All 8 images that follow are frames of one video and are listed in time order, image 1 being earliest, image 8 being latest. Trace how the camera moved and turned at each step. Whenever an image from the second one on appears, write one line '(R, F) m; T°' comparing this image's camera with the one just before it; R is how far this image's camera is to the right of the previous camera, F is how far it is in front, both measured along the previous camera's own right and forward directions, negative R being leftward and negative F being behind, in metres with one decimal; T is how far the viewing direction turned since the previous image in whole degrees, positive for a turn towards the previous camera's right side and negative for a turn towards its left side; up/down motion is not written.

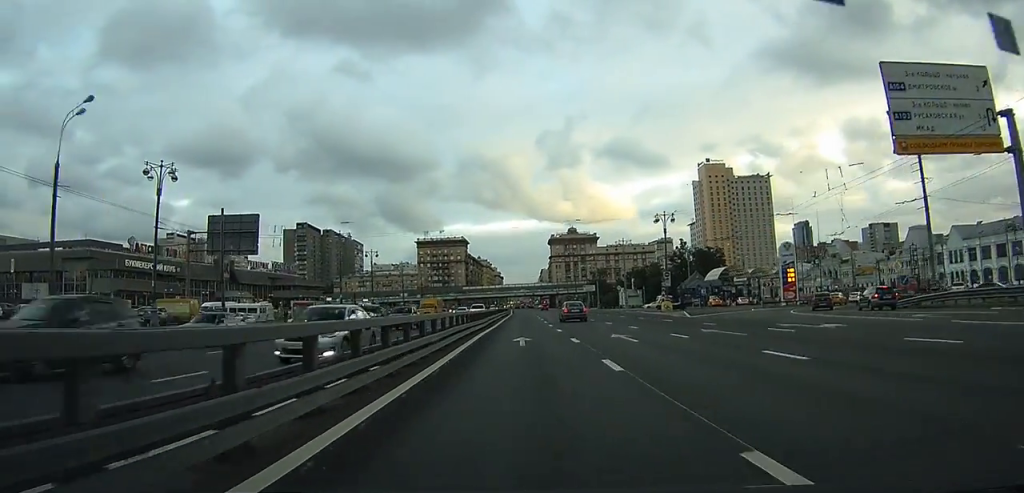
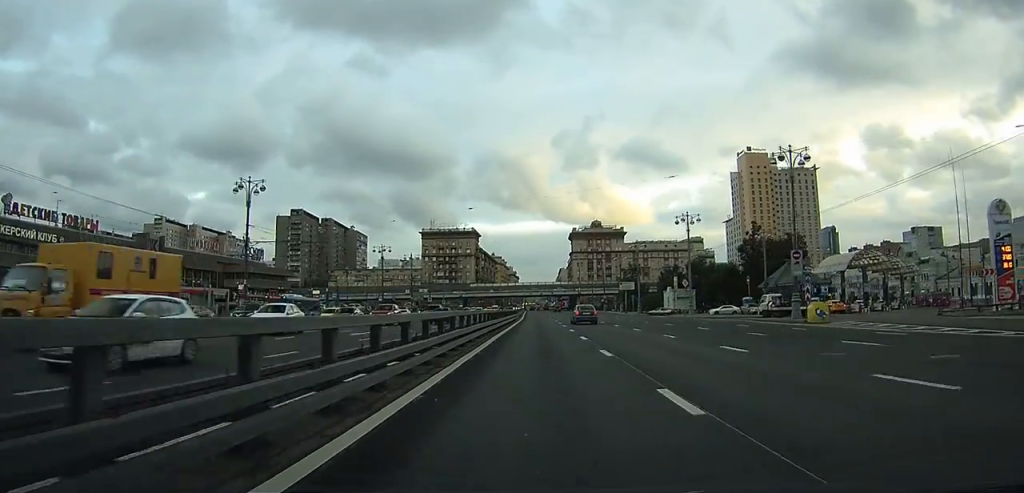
(-1.3, +36.1) m; -3°
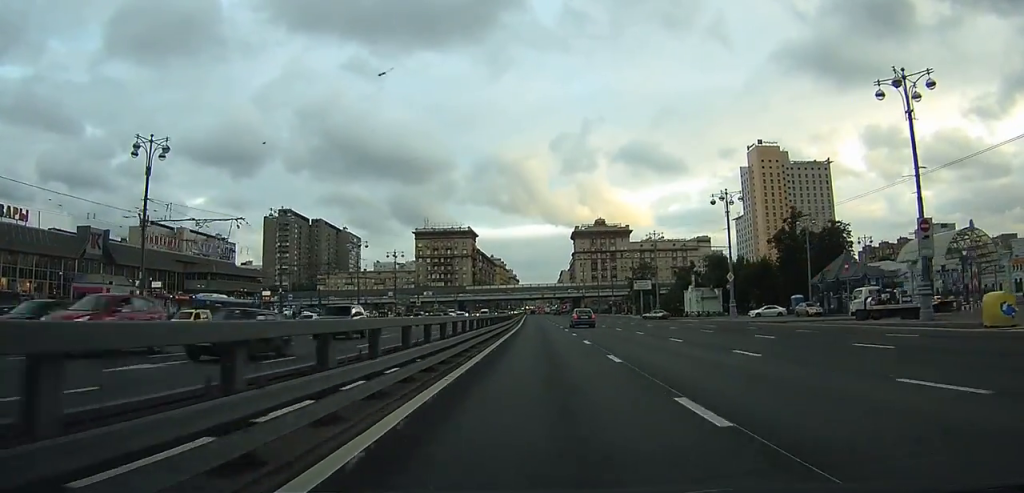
(-0.1, +16.5) m; 0°
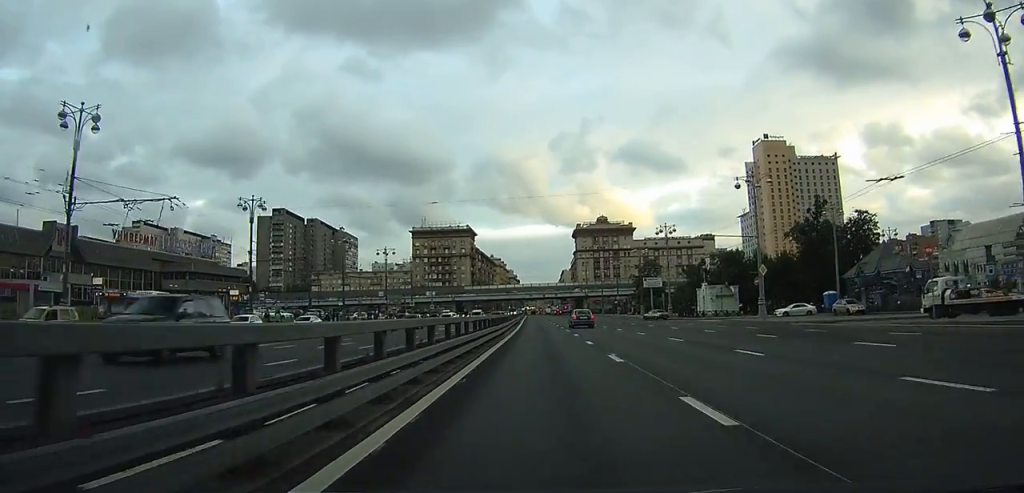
(0.0, +8.0) m; 0°
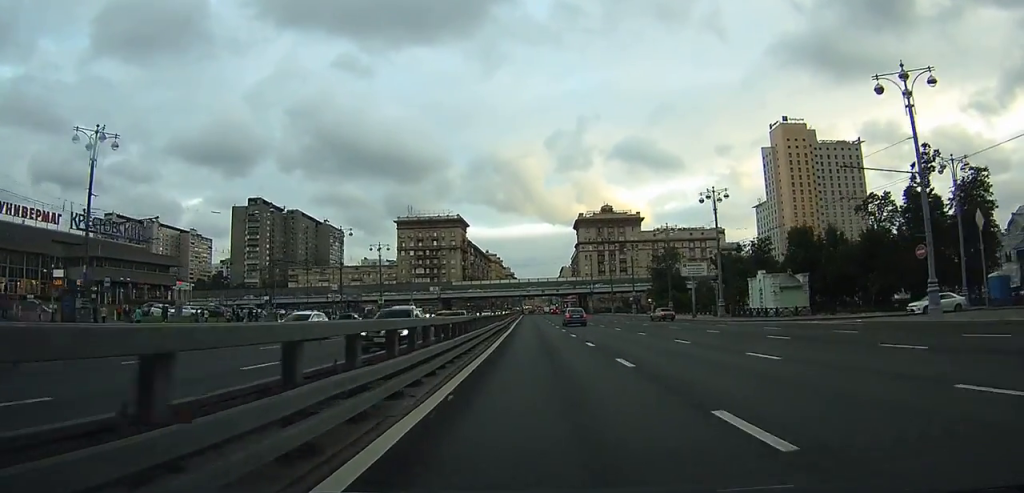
(+0.1, +25.5) m; +1°
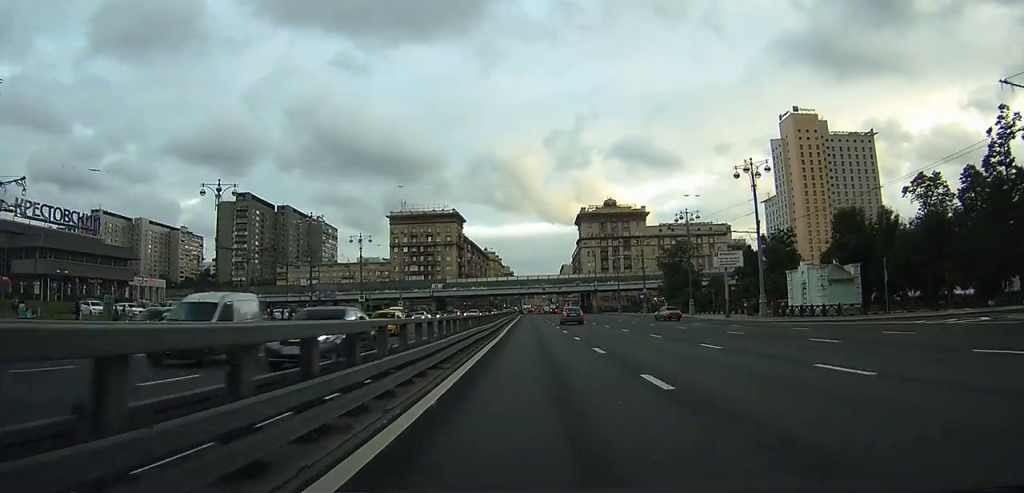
(0.0, +12.0) m; 0°
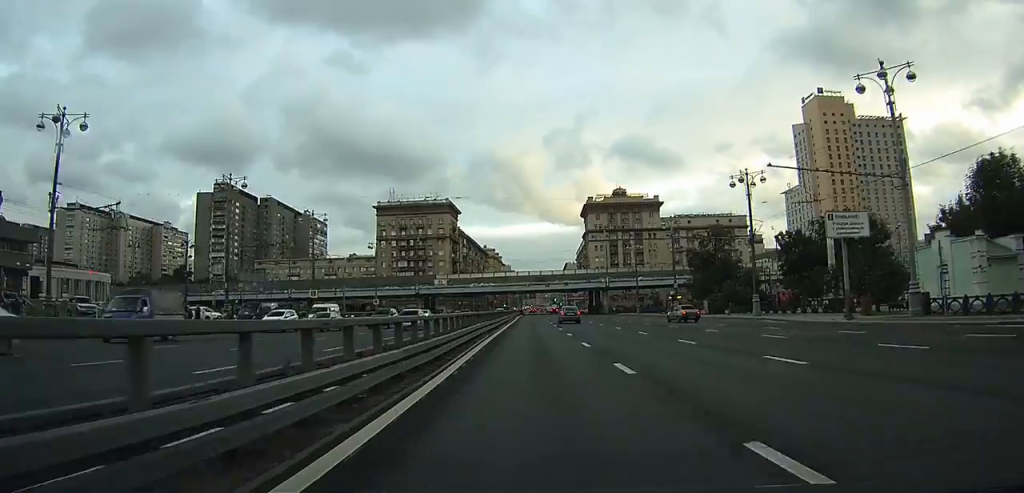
(+0.1, +22.1) m; 0°
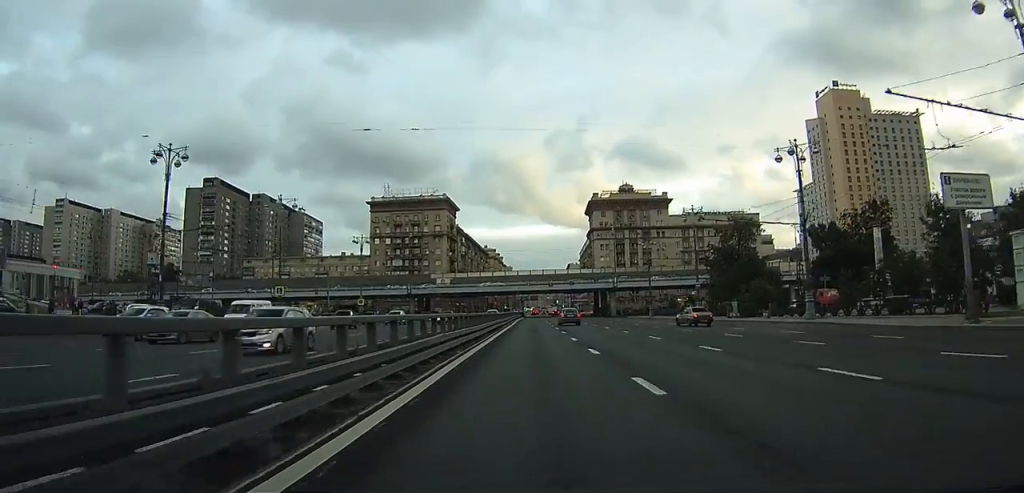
(0.0, +10.7) m; 0°
